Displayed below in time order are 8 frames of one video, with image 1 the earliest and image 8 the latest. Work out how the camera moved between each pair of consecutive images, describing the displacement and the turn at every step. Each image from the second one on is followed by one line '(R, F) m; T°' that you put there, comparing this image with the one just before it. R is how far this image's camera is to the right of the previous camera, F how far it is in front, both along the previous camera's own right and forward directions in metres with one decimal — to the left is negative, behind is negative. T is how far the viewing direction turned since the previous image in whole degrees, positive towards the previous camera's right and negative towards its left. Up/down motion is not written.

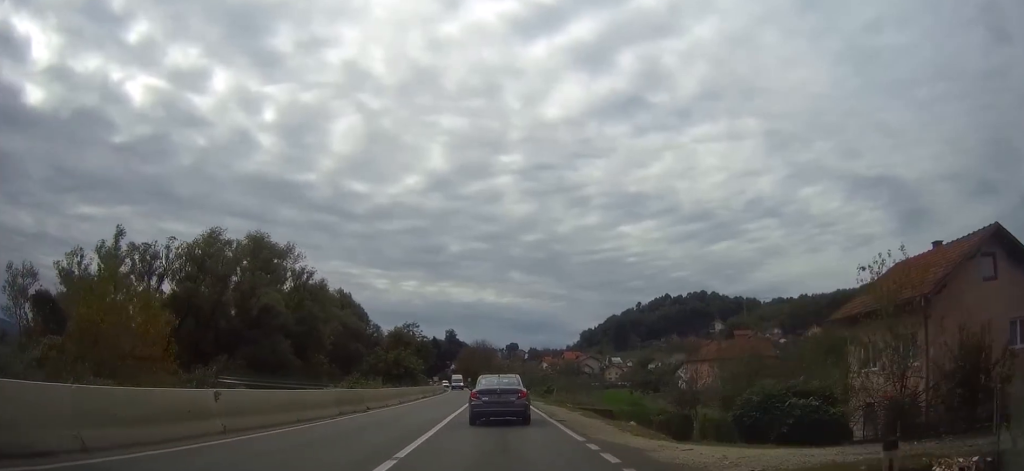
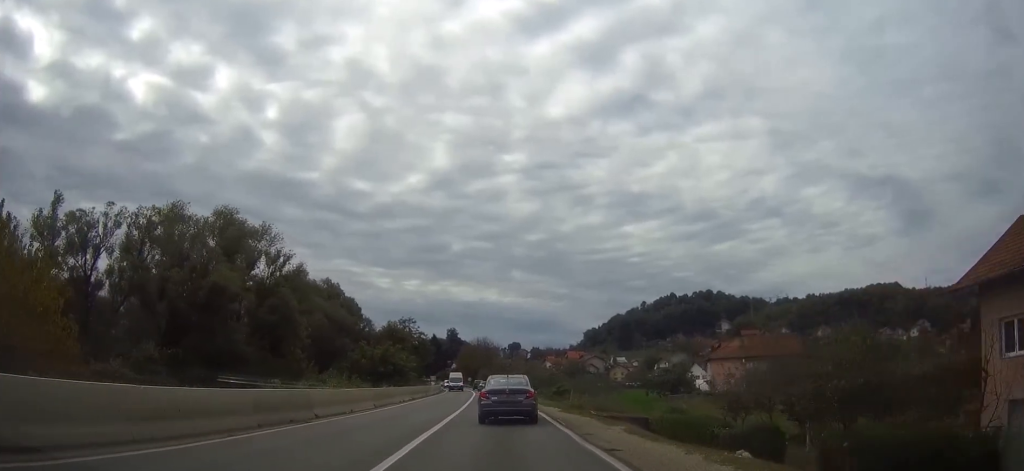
(-0.1, +9.7) m; 0°
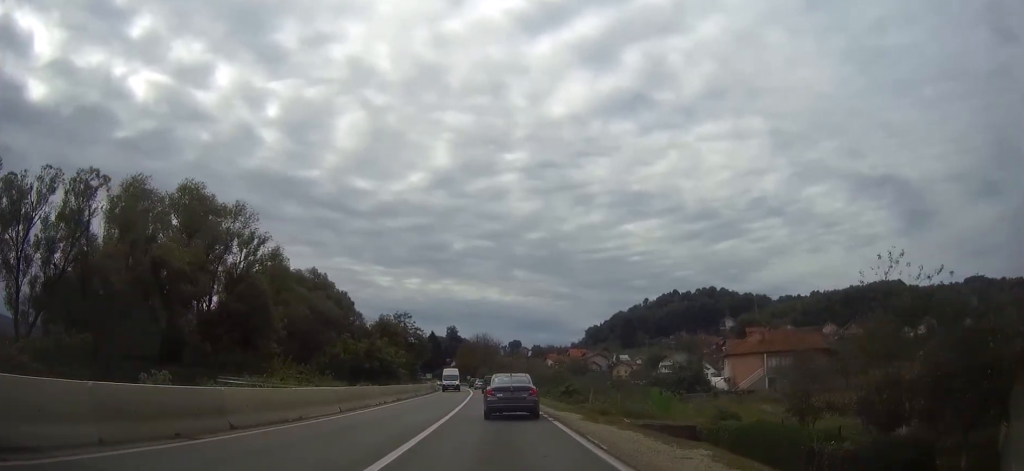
(0.0, +7.8) m; 0°
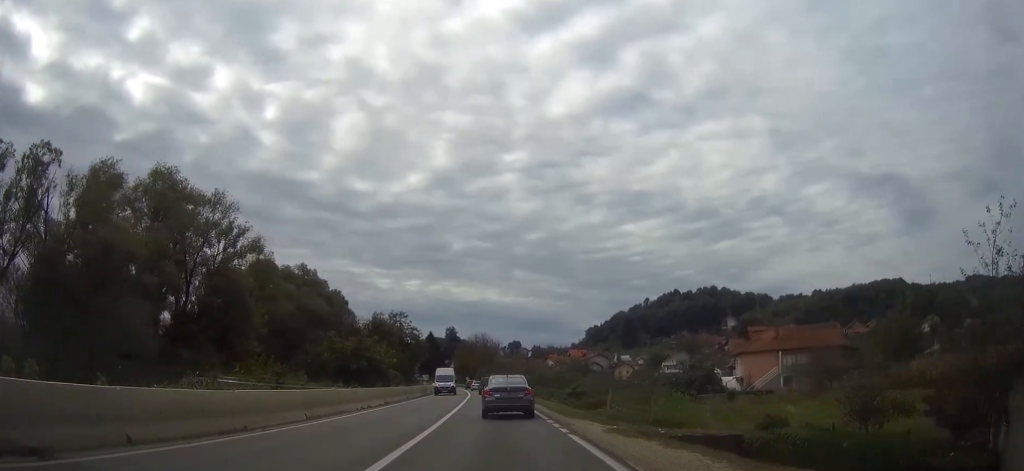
(0.0, +5.0) m; 0°
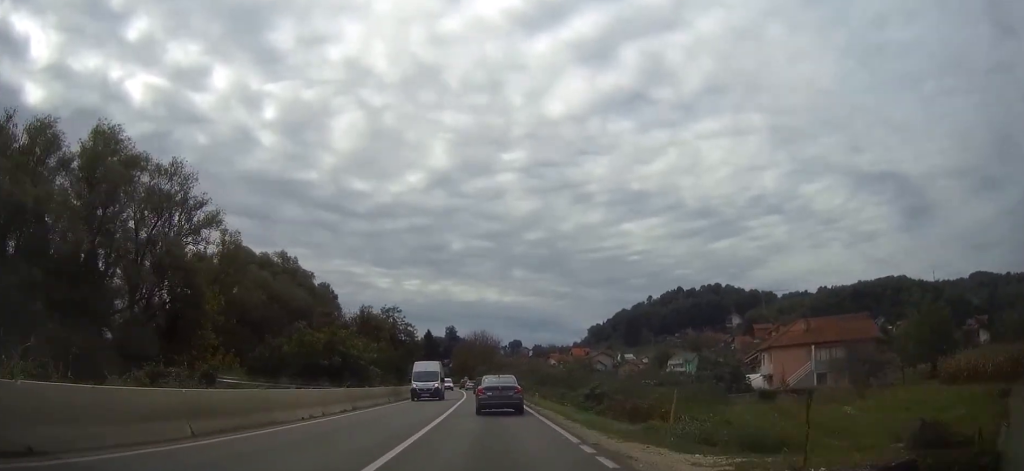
(-0.1, +9.1) m; 0°
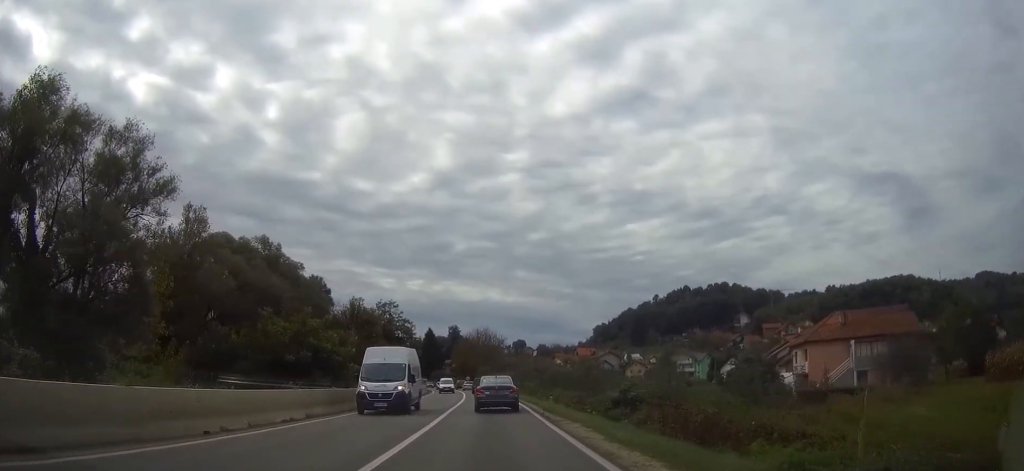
(0.0, +8.2) m; 0°
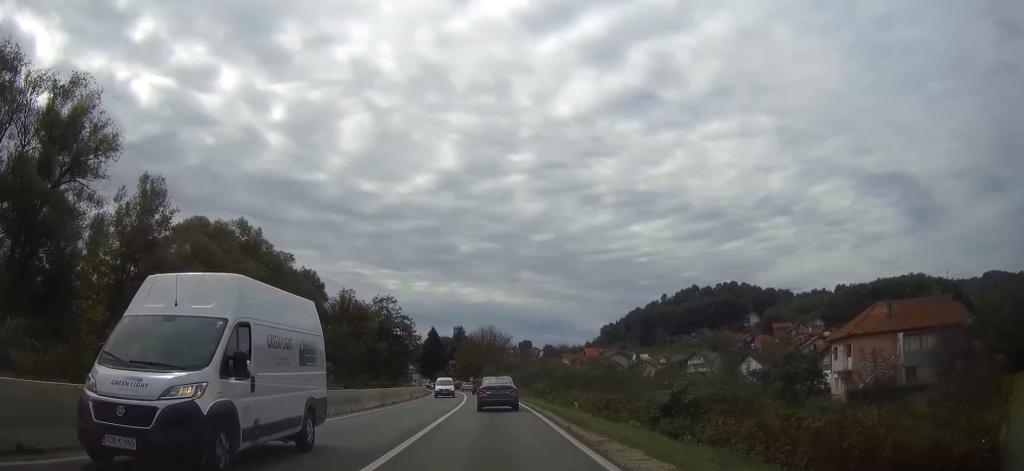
(0.0, +7.9) m; 0°
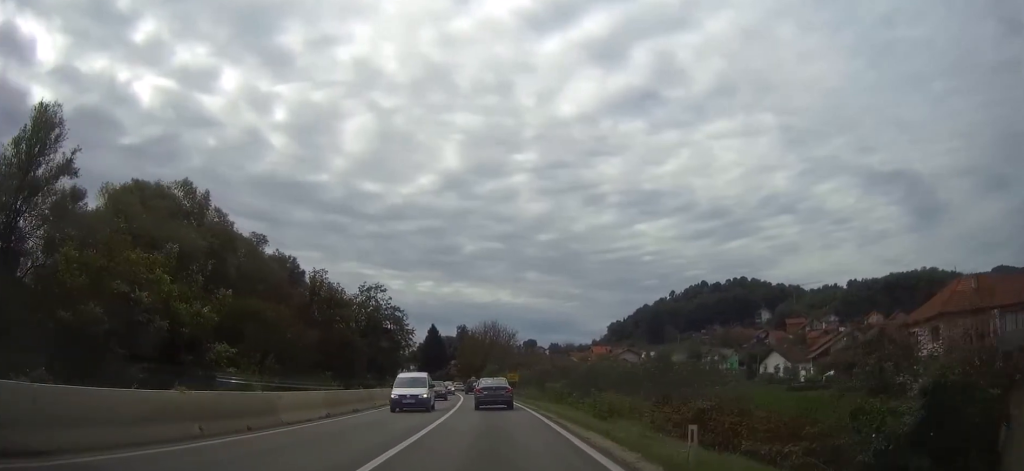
(-0.1, +12.8) m; 0°
